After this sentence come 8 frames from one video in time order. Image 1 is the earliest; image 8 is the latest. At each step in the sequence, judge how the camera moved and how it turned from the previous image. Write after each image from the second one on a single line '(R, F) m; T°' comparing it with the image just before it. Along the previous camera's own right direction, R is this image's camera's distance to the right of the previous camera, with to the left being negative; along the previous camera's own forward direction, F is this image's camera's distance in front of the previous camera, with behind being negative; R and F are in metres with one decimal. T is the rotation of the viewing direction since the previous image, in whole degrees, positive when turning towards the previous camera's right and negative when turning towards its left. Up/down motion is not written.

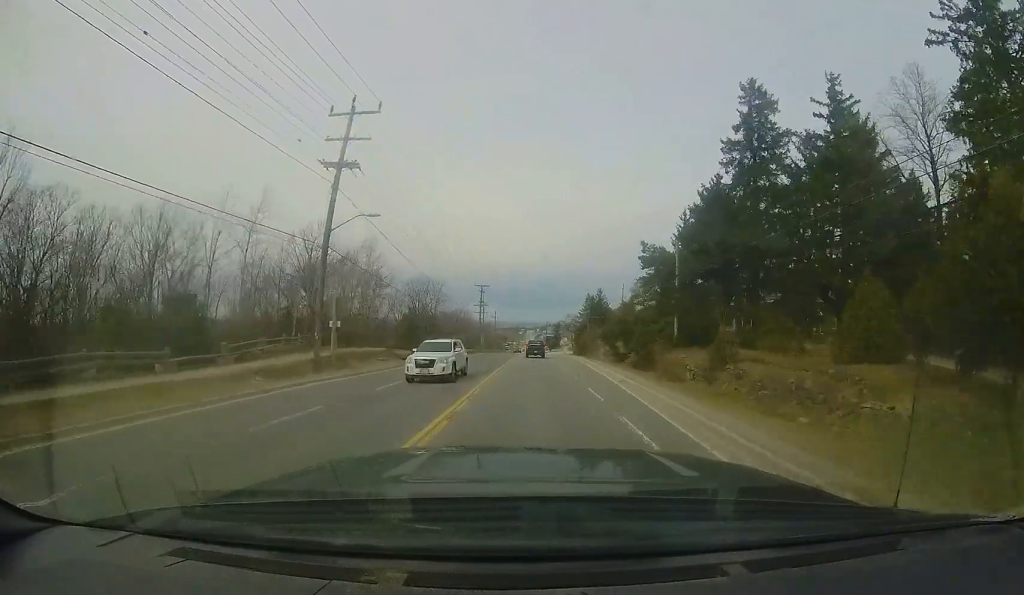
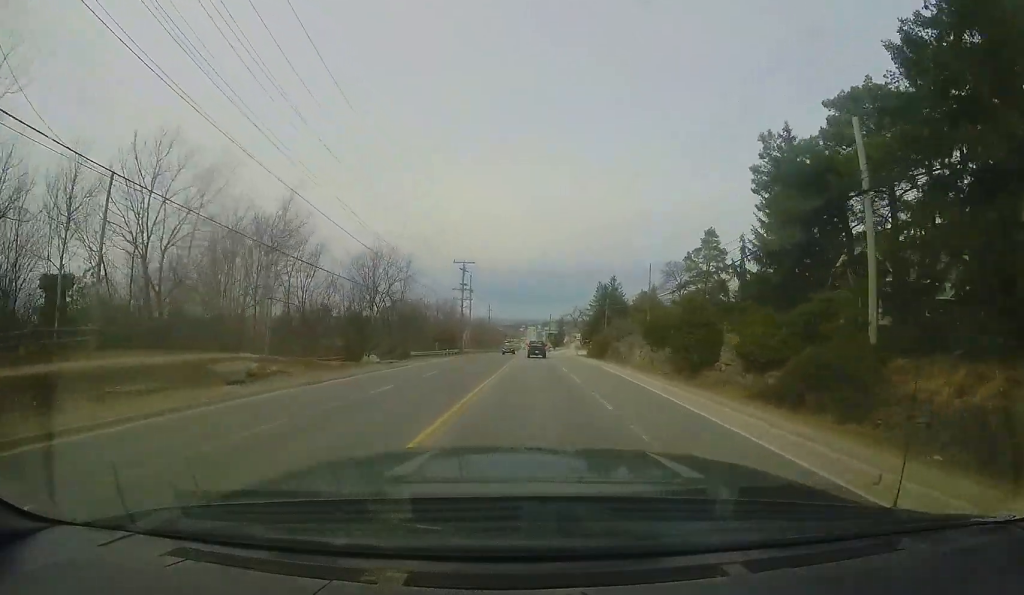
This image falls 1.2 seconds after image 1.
(-0.3, +18.5) m; -1°
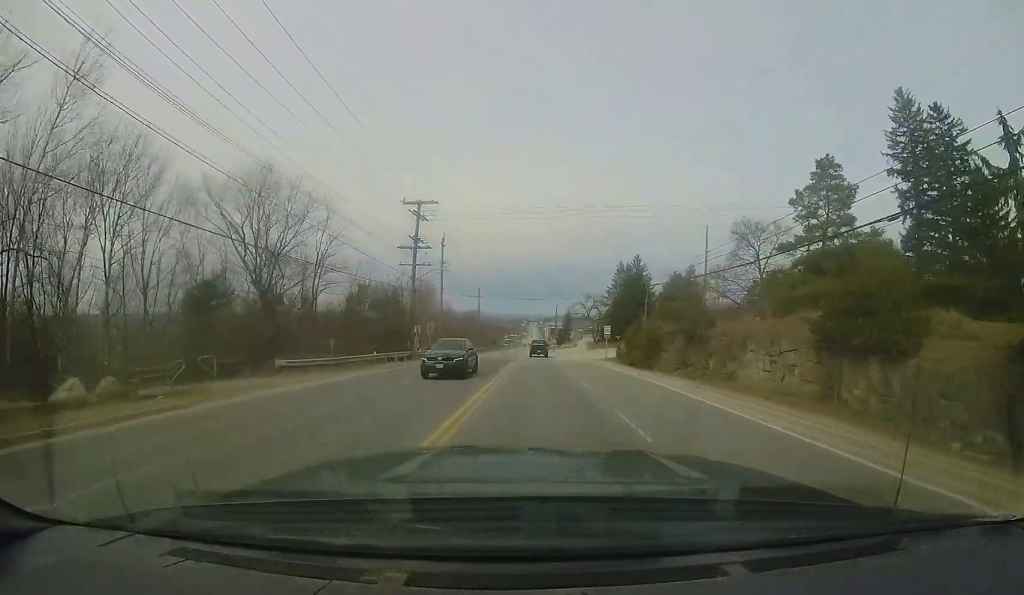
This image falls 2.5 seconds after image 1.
(+0.1, +20.5) m; 0°
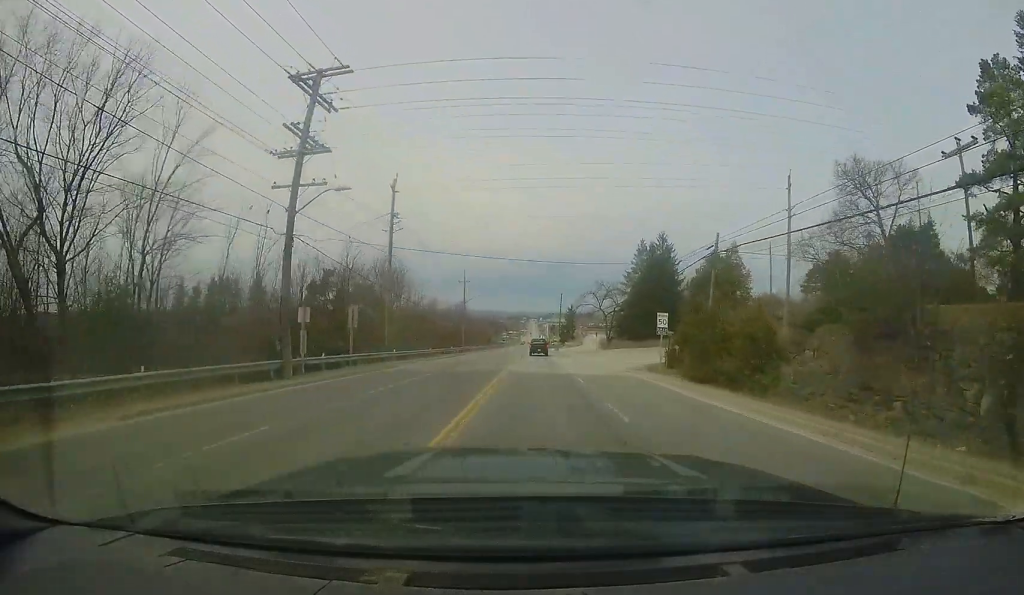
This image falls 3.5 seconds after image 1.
(-0.1, +15.5) m; 0°
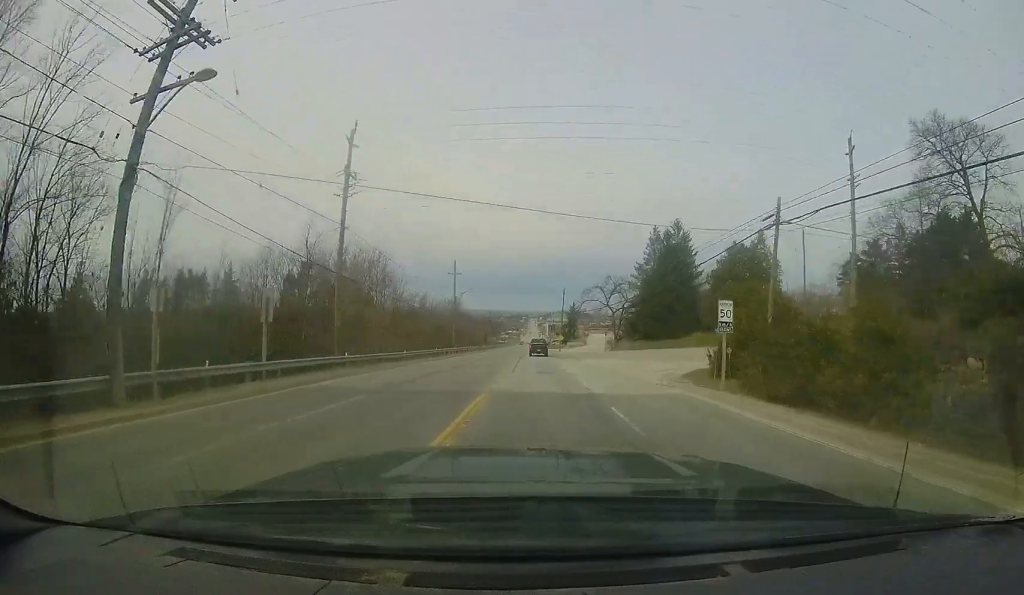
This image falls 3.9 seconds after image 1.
(0.0, +7.1) m; 0°
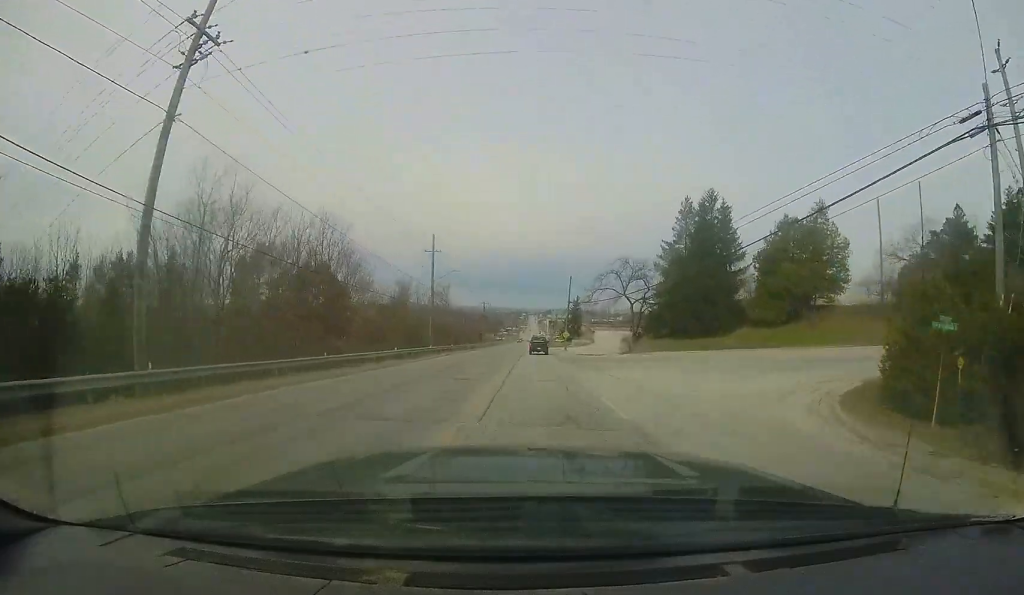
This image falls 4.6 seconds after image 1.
(0.0, +11.6) m; +1°
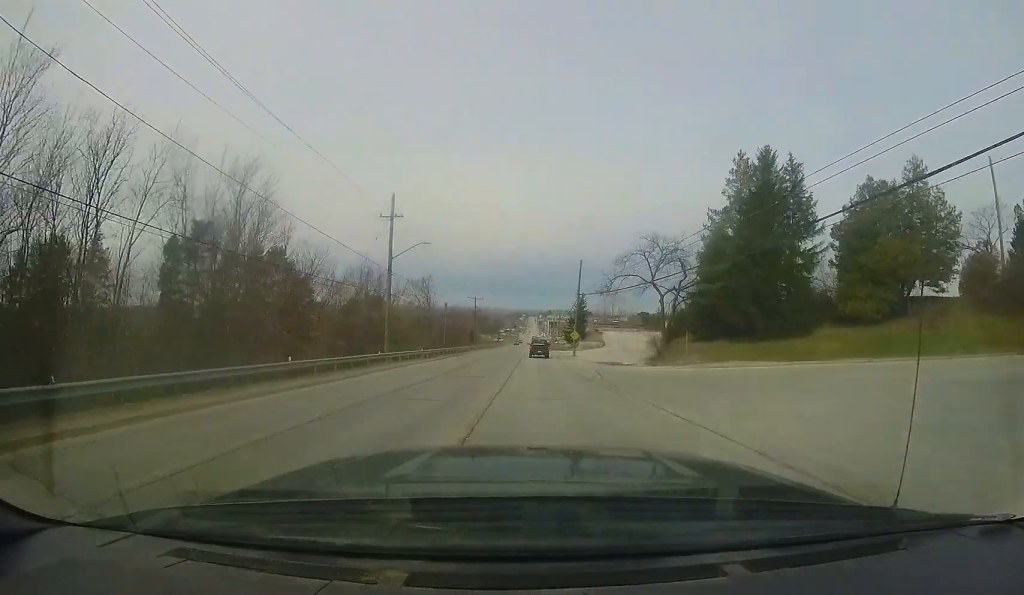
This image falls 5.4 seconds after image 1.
(+0.2, +11.9) m; -1°
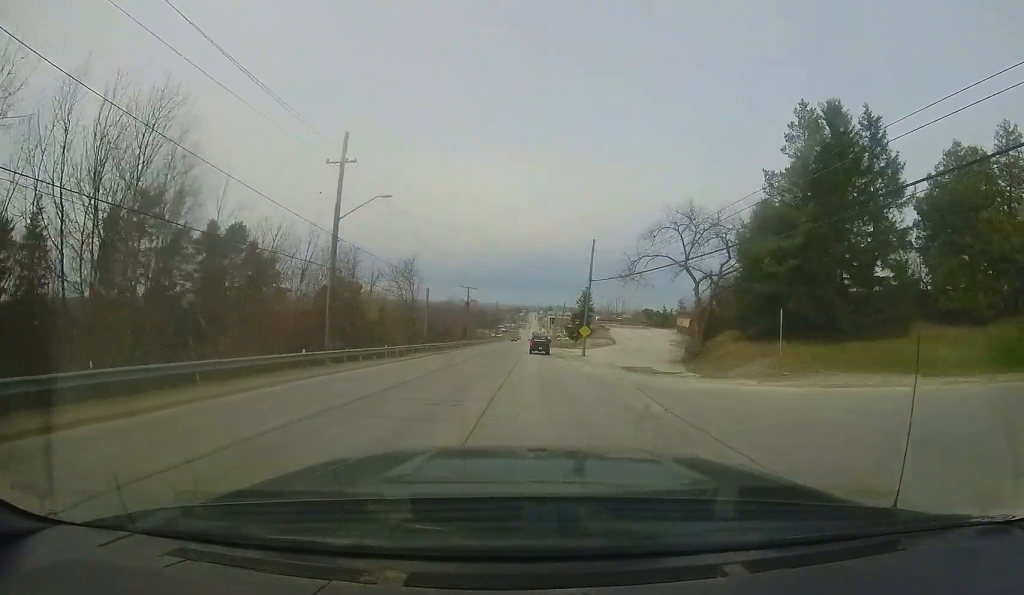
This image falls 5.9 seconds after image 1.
(+0.1, +8.1) m; 0°
